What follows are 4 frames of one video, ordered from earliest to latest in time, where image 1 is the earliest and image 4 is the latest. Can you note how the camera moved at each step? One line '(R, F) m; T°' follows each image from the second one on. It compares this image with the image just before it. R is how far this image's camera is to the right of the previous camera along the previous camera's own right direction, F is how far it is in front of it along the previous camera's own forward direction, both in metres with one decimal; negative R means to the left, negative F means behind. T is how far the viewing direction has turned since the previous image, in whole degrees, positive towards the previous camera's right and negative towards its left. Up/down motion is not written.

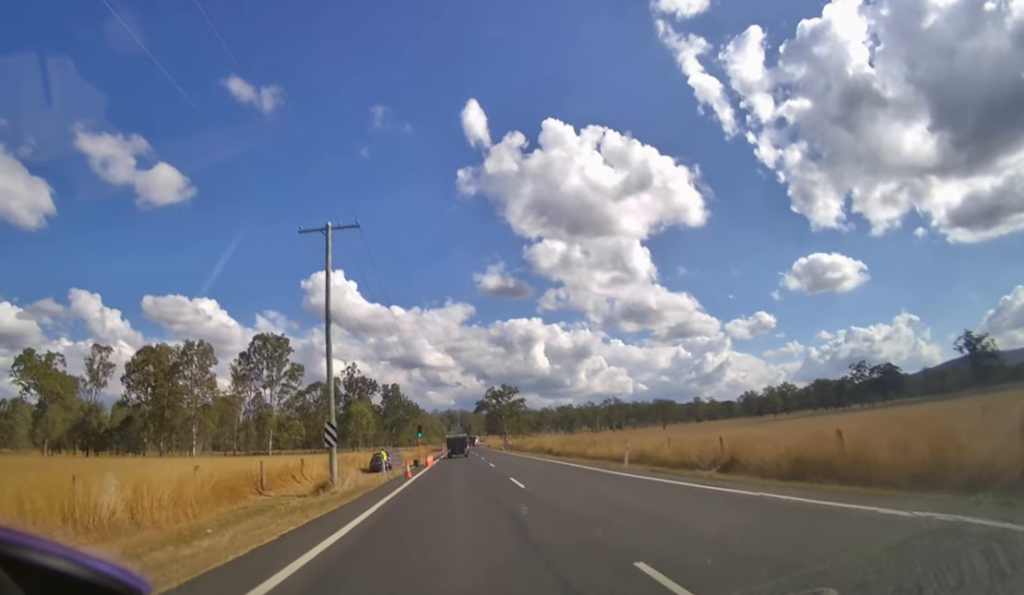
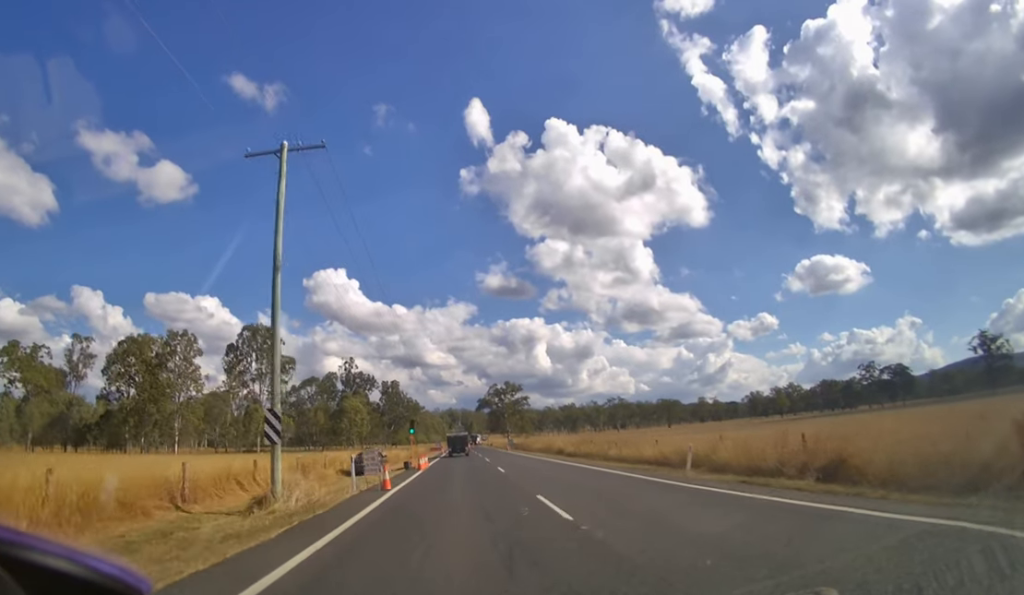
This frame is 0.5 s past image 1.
(0.0, +5.6) m; 0°
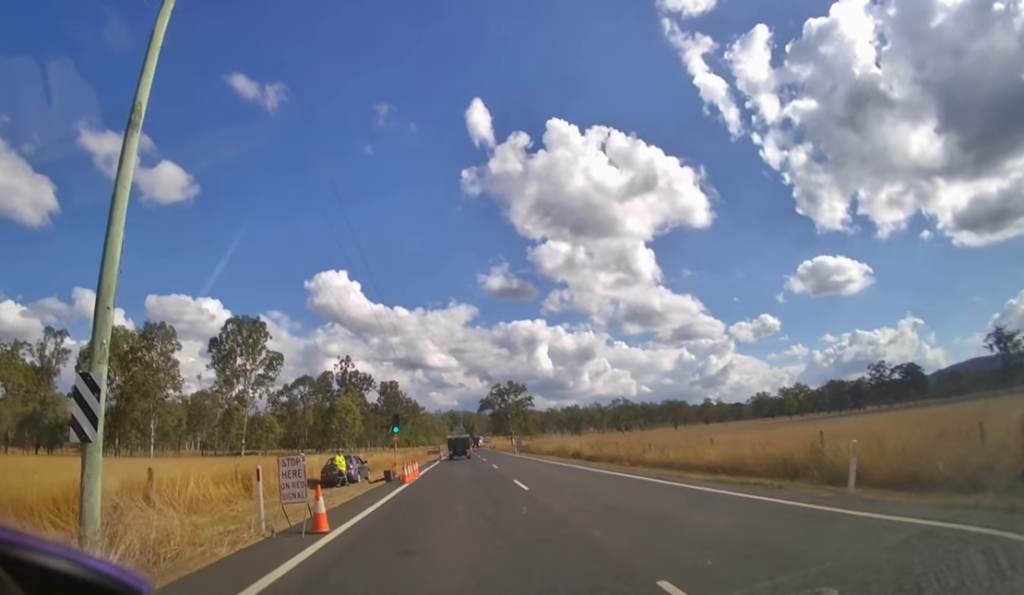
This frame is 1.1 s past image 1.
(0.0, +6.2) m; 0°
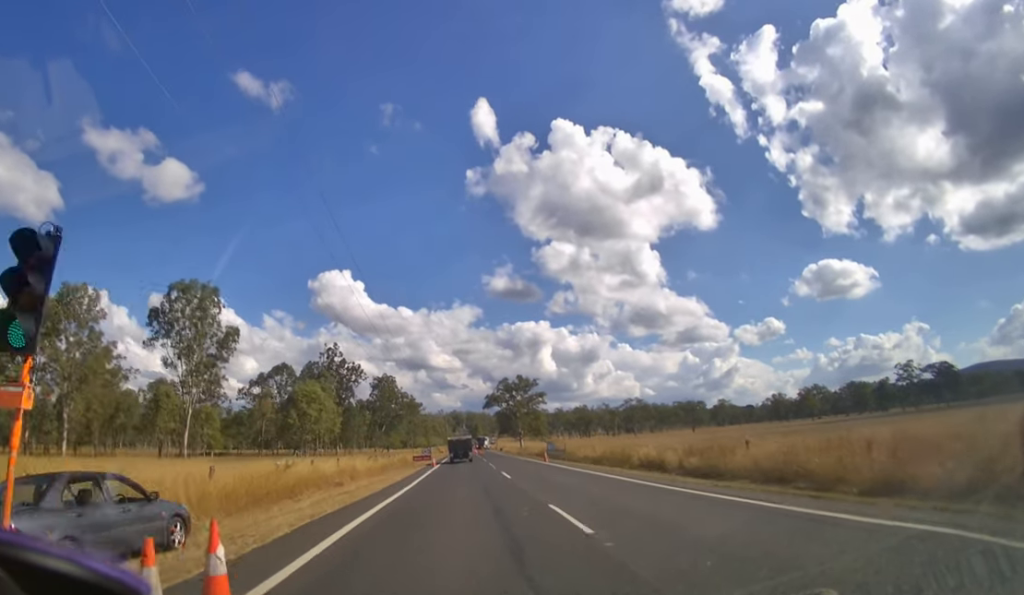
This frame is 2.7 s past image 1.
(0.0, +14.9) m; 0°
